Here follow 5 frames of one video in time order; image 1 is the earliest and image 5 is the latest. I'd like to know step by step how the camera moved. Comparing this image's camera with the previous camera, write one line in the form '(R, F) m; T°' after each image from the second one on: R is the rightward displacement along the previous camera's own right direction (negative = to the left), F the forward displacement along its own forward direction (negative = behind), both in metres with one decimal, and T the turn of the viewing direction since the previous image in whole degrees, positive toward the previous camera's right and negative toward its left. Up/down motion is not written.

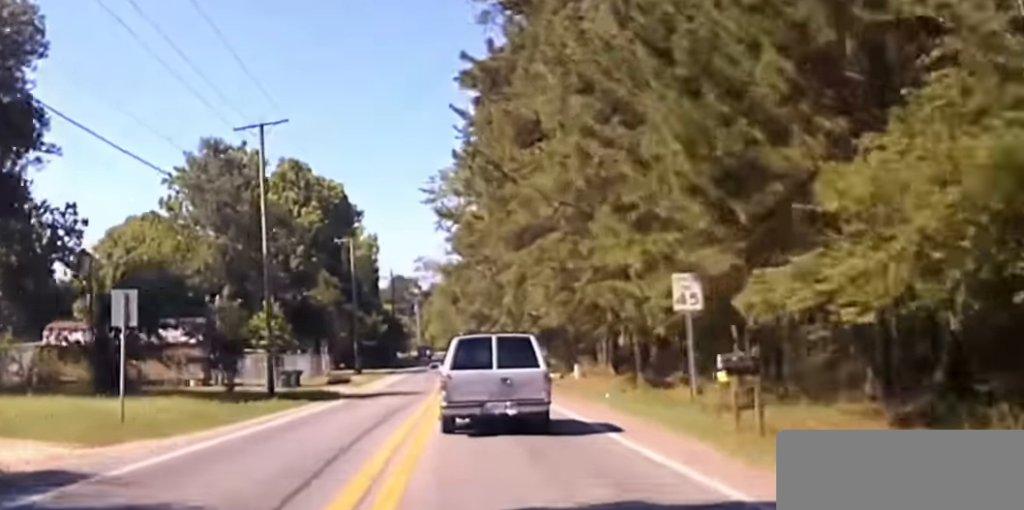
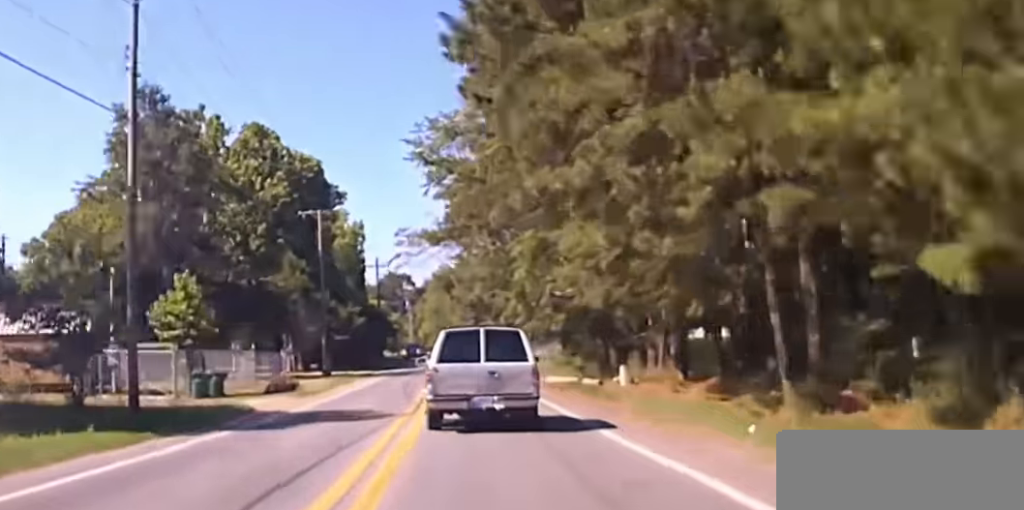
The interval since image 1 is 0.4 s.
(0.0, +16.4) m; 0°
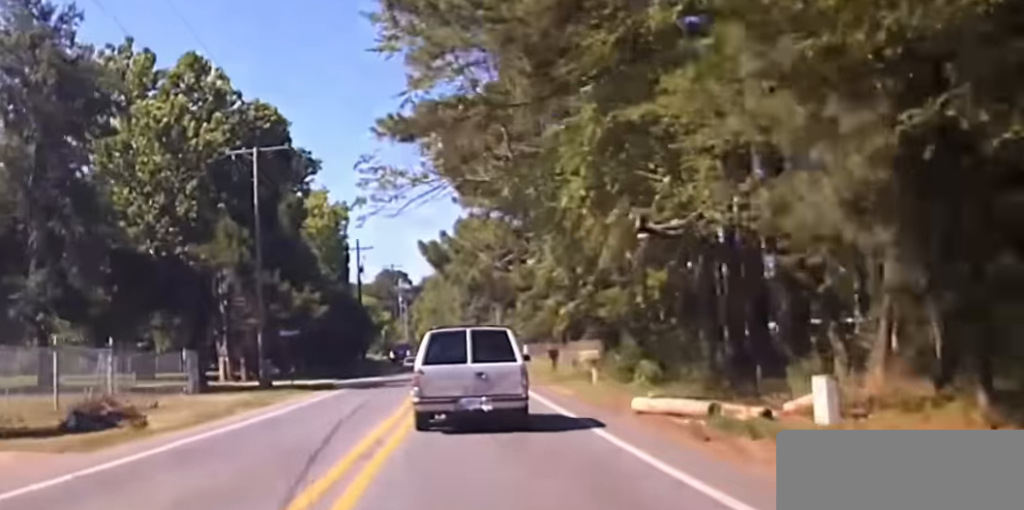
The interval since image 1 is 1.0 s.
(0.0, +21.0) m; 0°
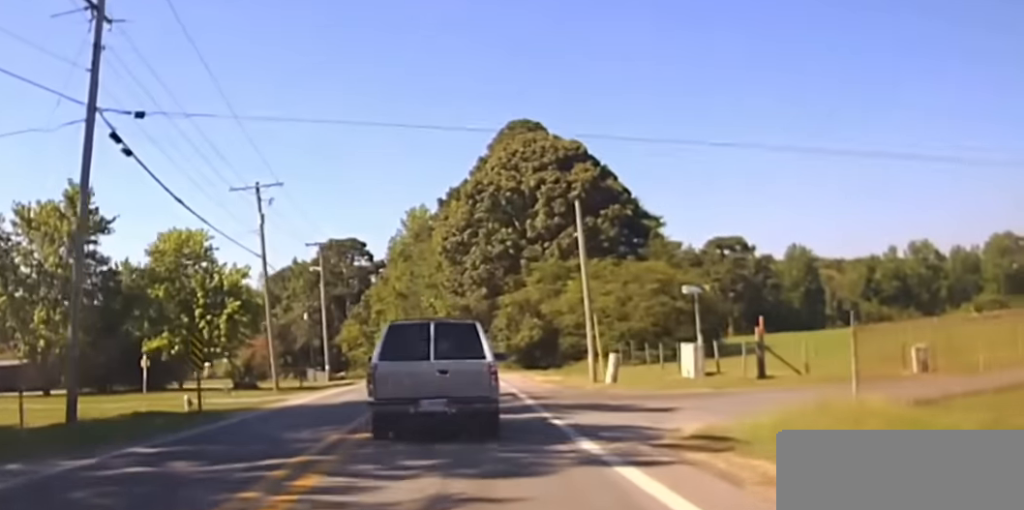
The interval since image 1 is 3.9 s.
(+0.4, +109.0) m; 0°
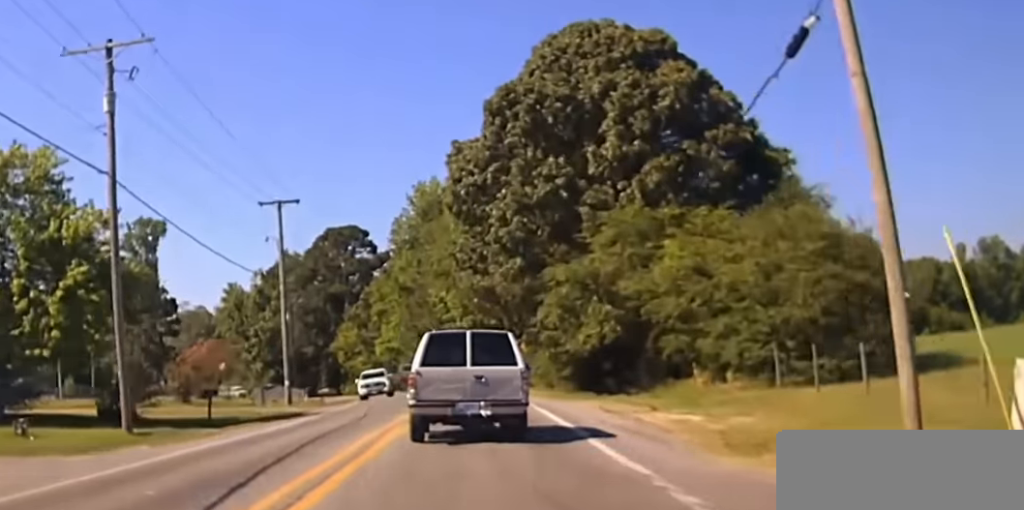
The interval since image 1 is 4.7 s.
(0.0, +26.8) m; 0°
